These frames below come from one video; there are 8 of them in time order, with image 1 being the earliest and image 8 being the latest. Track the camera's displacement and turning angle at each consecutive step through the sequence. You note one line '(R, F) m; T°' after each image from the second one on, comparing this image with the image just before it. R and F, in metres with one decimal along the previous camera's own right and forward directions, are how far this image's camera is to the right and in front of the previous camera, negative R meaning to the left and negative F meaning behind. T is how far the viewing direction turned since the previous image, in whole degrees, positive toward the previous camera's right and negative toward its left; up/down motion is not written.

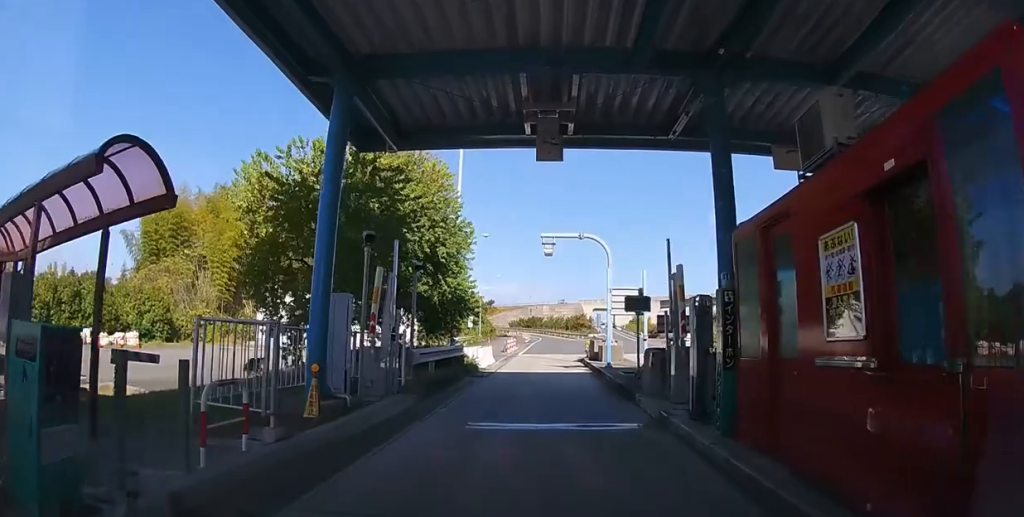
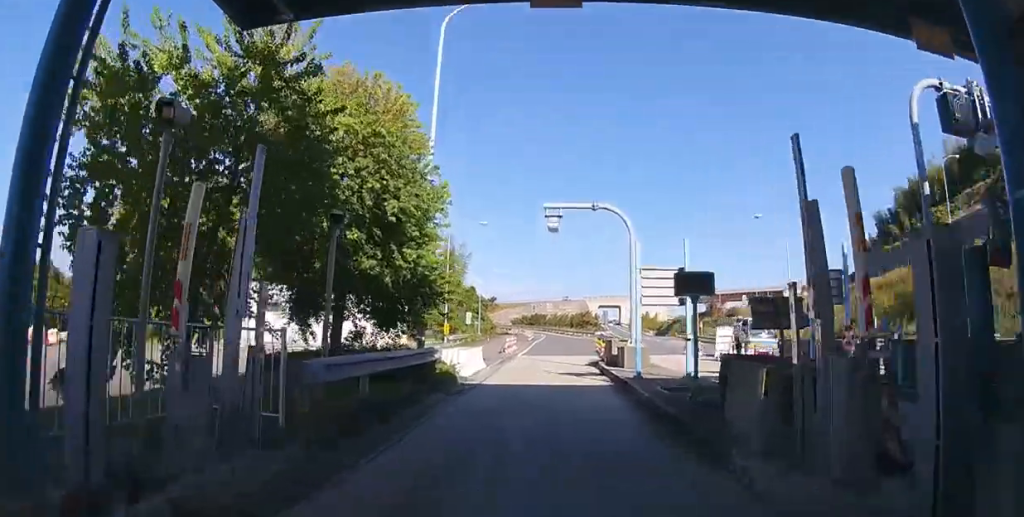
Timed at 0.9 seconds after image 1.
(-0.2, +4.4) m; +2°
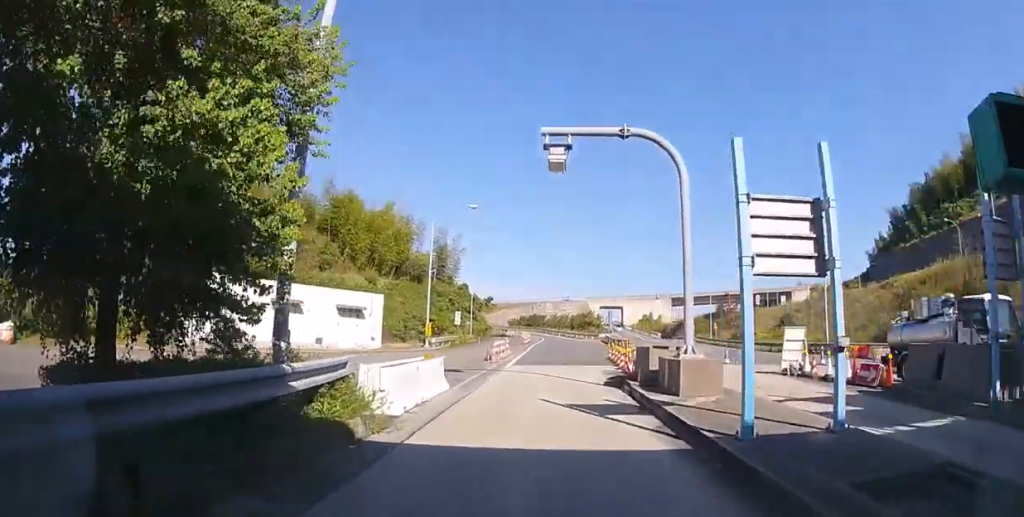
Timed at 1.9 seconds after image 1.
(+0.5, +5.8) m; +8°
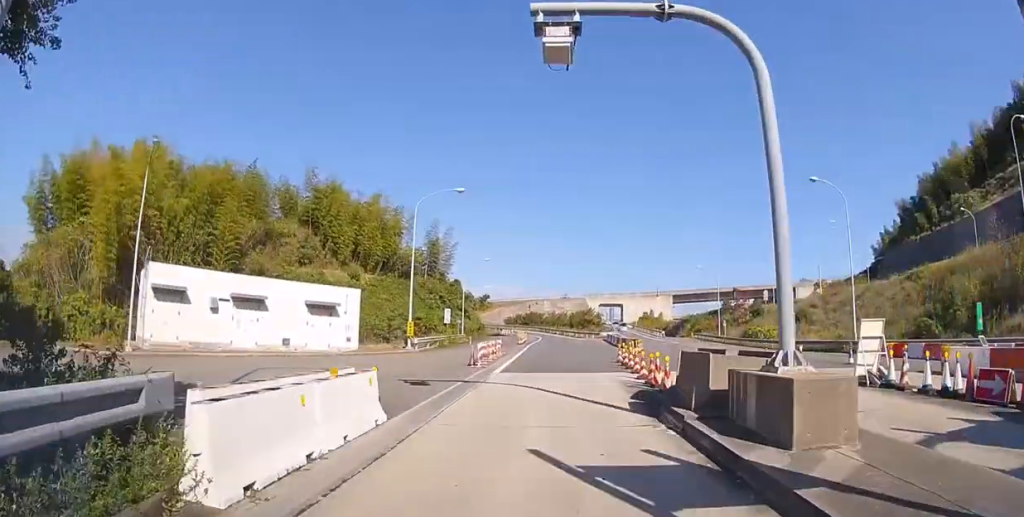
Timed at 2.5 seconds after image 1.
(+0.2, +3.7) m; +2°
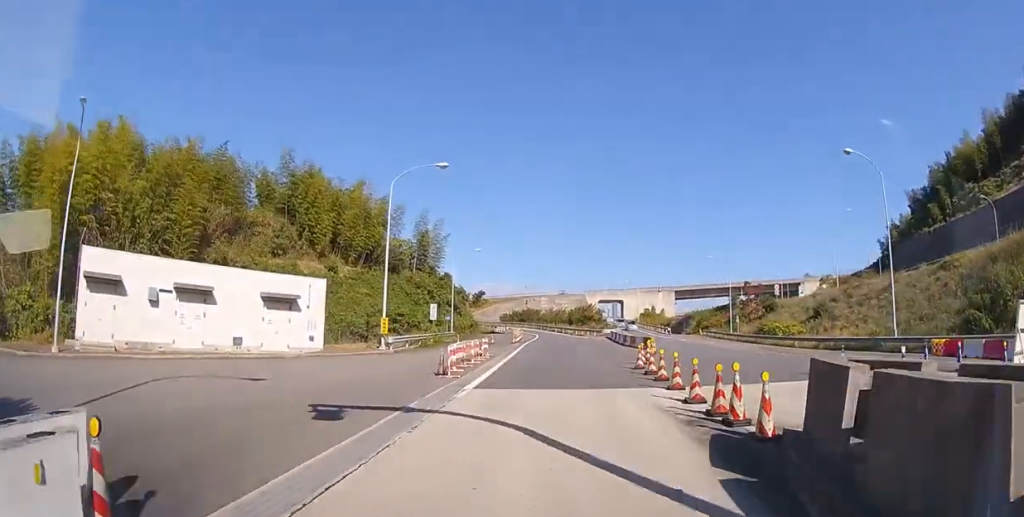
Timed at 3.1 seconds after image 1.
(0.0, +4.7) m; -1°
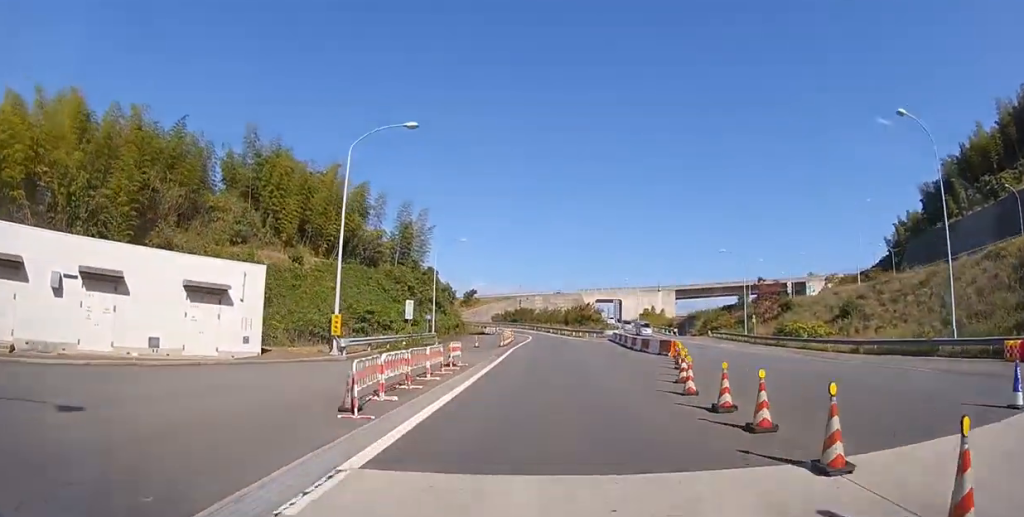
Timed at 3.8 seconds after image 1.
(-0.1, +6.1) m; -1°
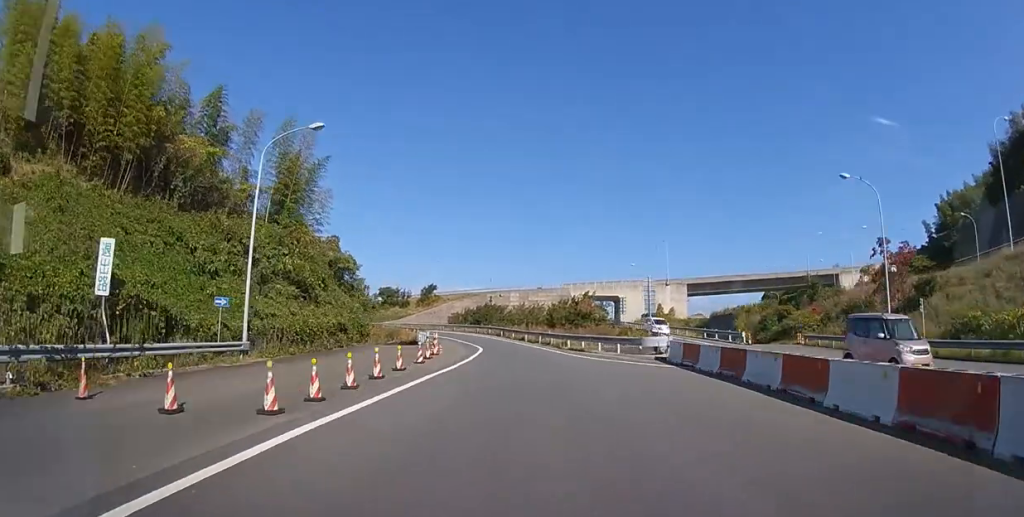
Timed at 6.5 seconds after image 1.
(+0.5, +27.9) m; +2°
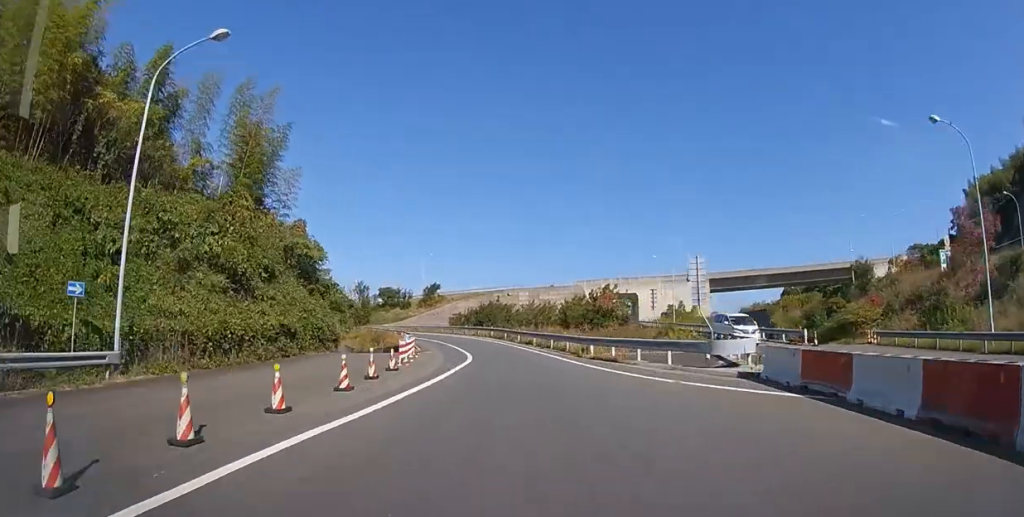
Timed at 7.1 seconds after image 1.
(0.0, +8.1) m; -1°
